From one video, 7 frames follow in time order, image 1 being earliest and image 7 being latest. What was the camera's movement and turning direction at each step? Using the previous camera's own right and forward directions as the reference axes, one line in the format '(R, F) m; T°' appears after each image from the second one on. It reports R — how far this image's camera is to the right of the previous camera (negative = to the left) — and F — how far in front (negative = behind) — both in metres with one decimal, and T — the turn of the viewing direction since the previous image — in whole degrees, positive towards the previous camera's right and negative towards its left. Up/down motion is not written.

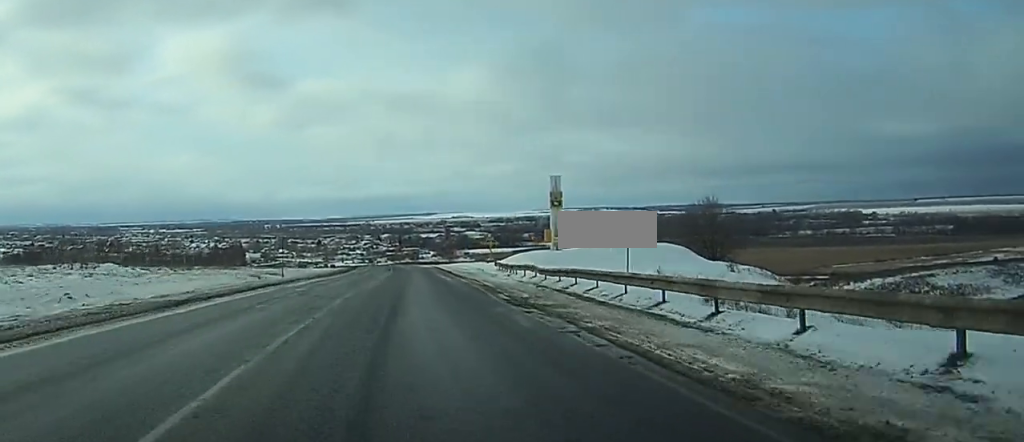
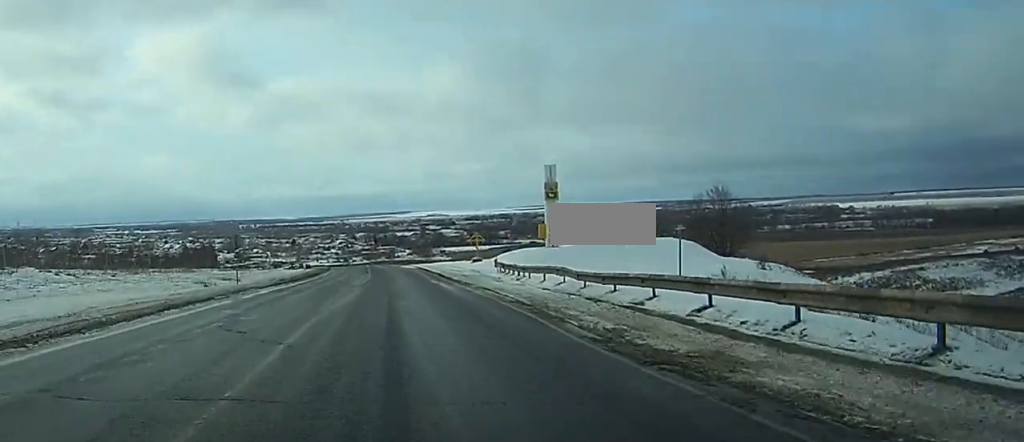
(+0.2, +11.6) m; +1°
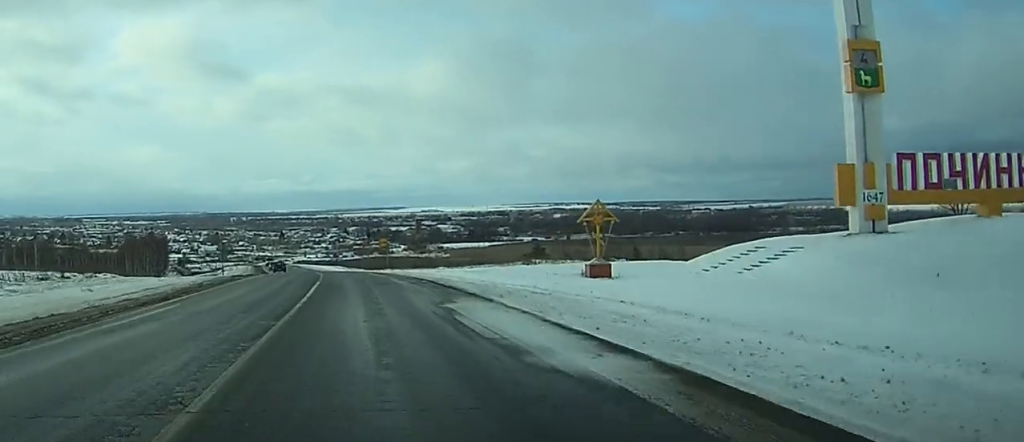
(+2.3, +67.5) m; +2°
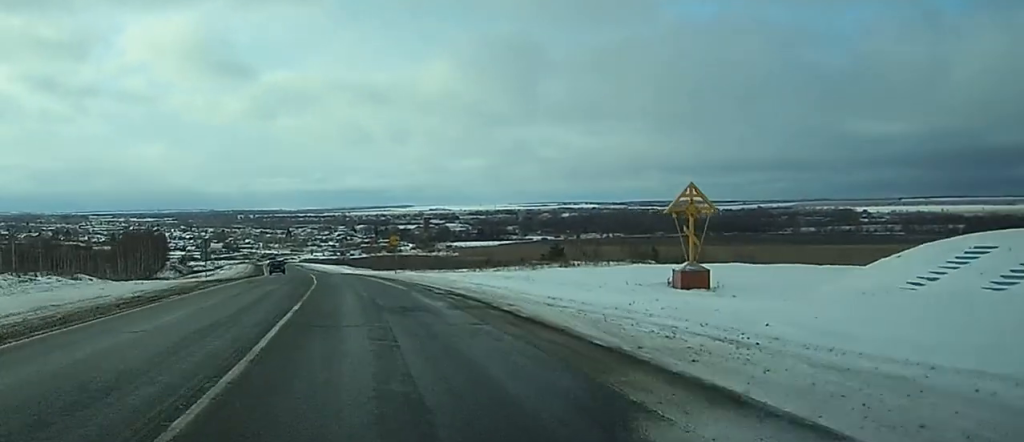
(-0.1, +13.0) m; -1°
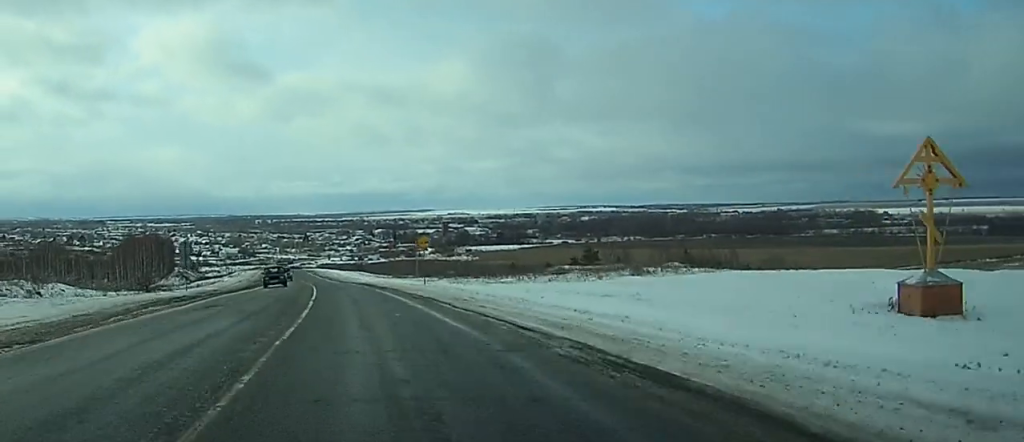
(-0.2, +15.0) m; -1°
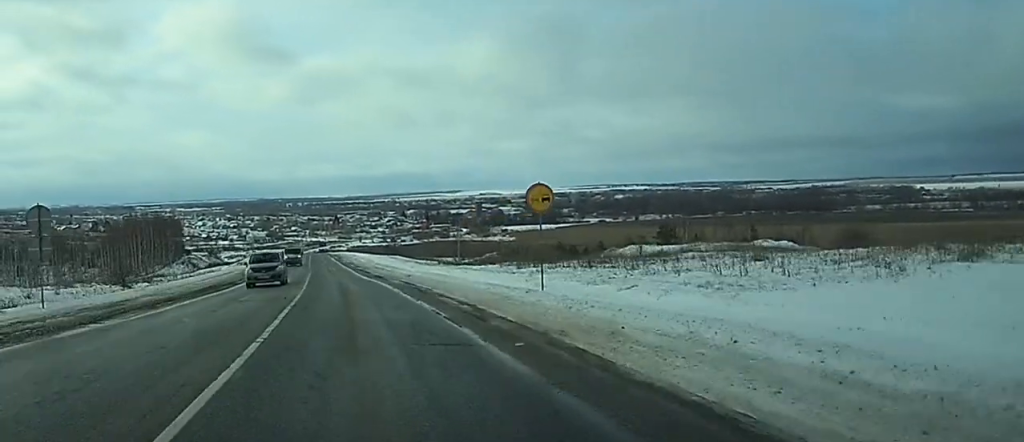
(-0.5, +30.8) m; -1°
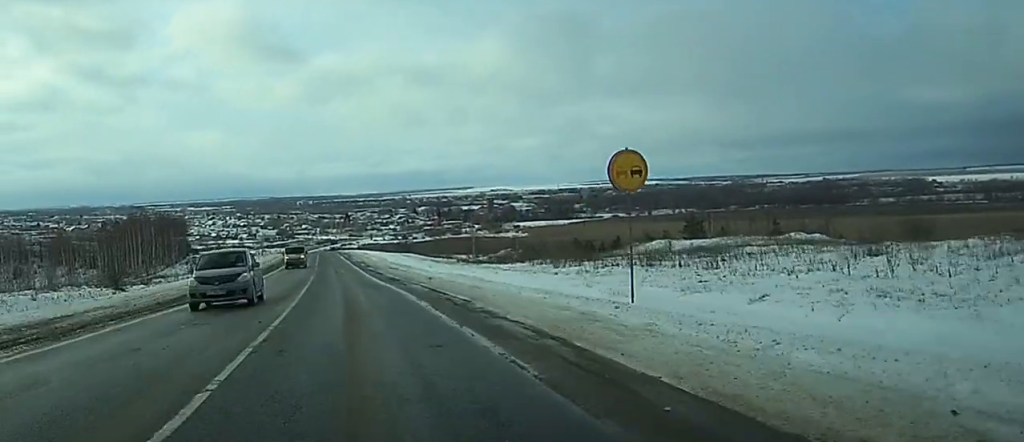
(0.0, +8.2) m; 0°
